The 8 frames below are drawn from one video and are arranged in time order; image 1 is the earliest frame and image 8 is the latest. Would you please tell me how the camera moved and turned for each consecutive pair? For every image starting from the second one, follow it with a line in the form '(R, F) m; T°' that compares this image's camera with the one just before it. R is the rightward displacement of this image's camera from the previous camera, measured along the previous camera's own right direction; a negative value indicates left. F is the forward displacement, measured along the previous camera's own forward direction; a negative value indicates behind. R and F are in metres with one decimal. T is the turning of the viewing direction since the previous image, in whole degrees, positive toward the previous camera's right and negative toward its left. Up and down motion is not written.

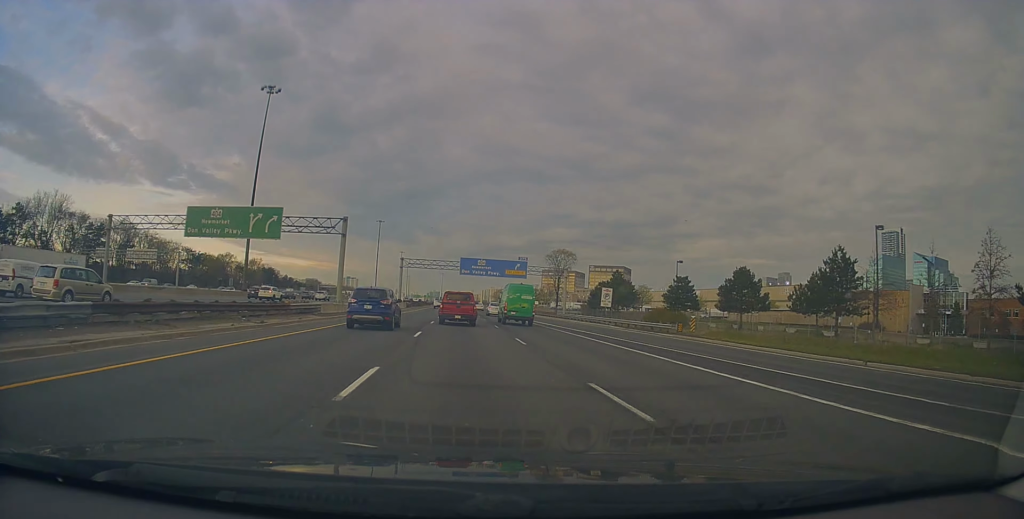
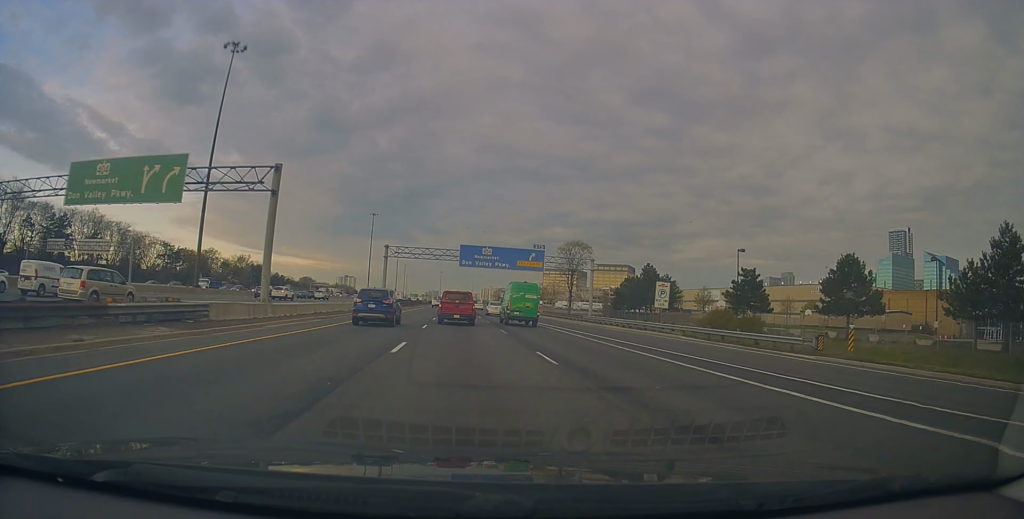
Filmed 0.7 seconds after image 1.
(0.0, +17.7) m; 0°
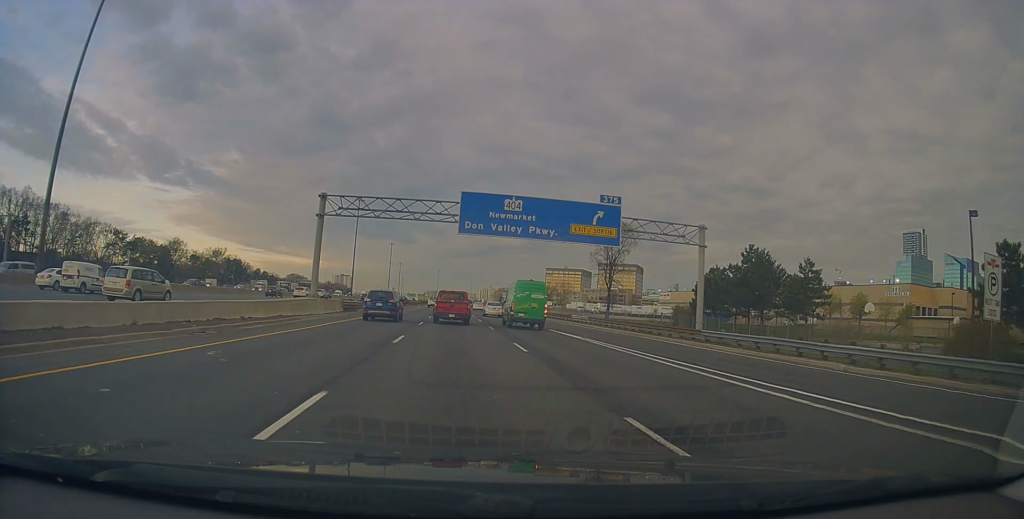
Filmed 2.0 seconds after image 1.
(0.0, +33.4) m; 0°
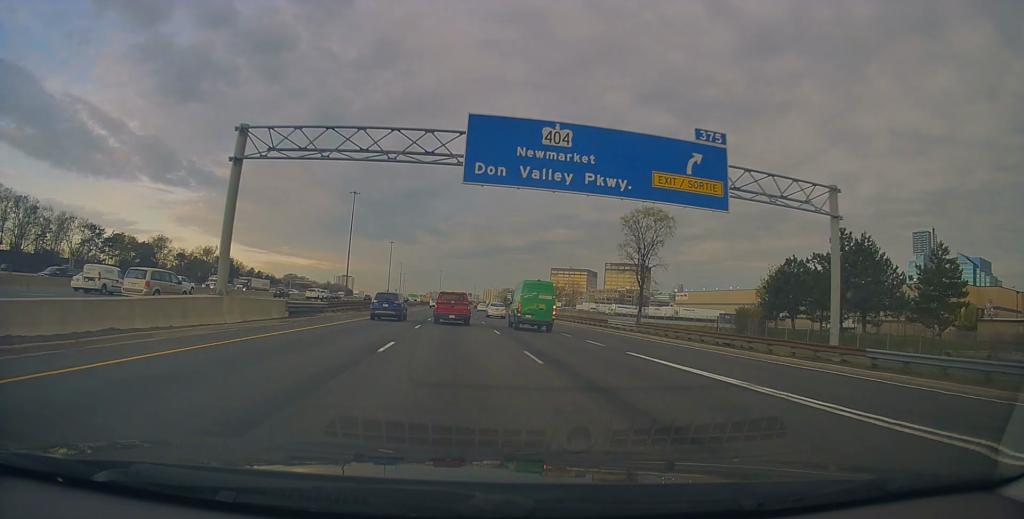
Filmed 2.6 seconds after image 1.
(0.0, +15.6) m; 0°
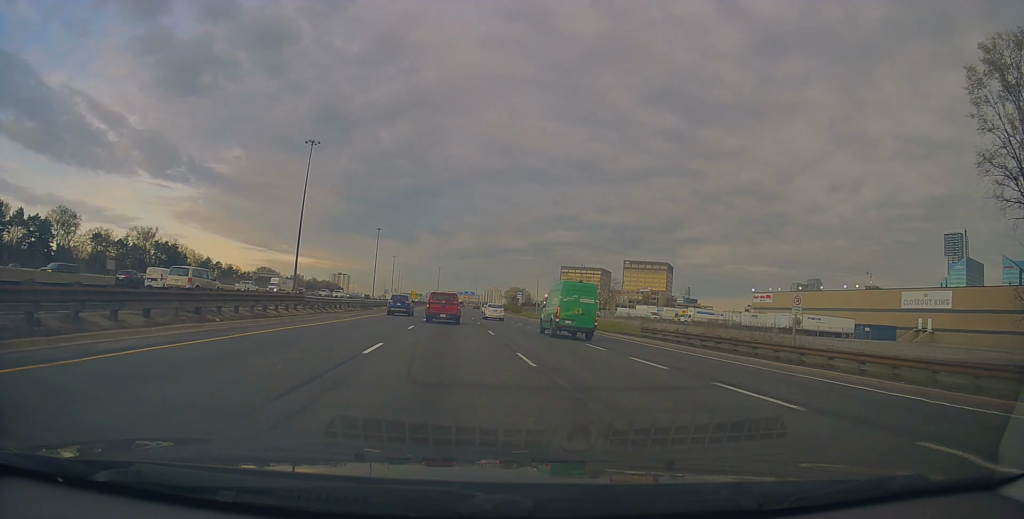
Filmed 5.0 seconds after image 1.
(0.0, +61.0) m; 0°
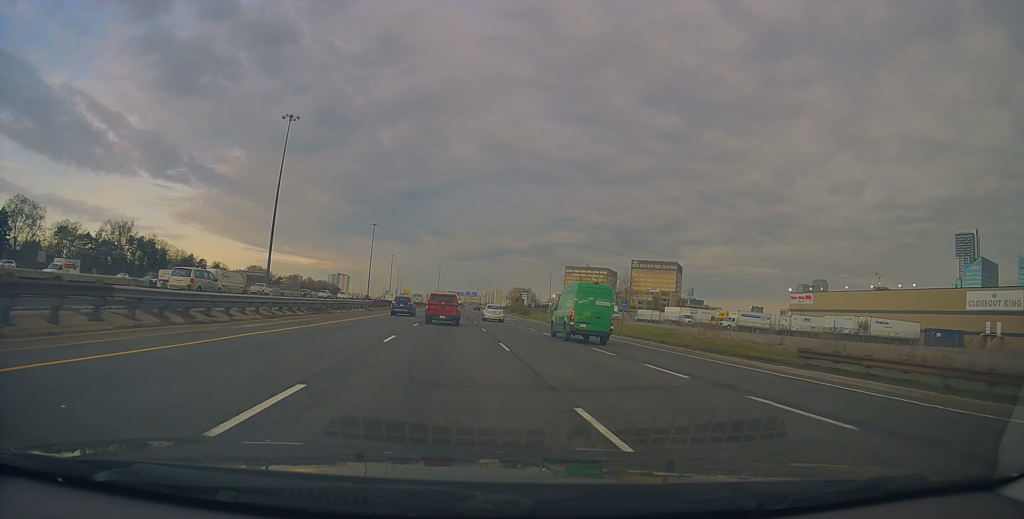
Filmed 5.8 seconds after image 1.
(0.0, +19.0) m; 0°
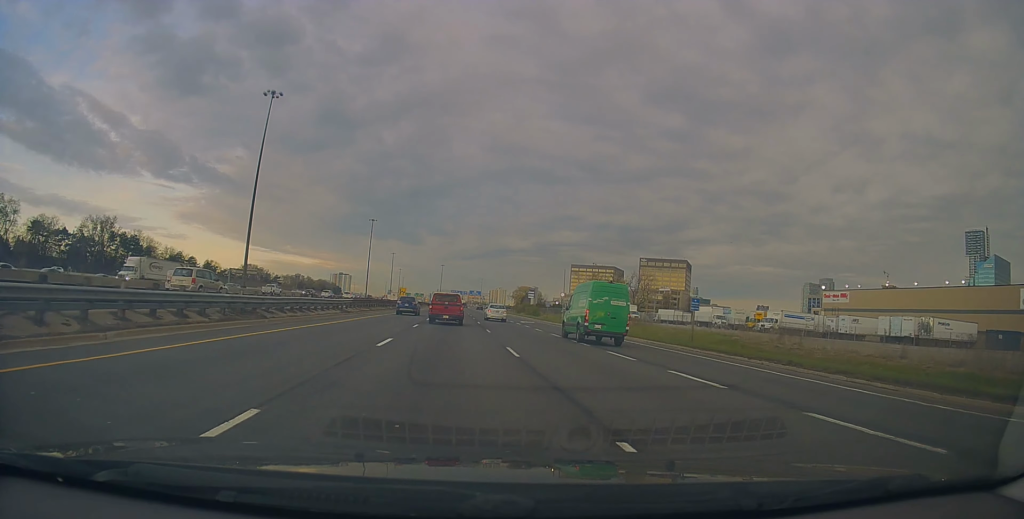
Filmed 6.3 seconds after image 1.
(0.0, +14.0) m; 0°
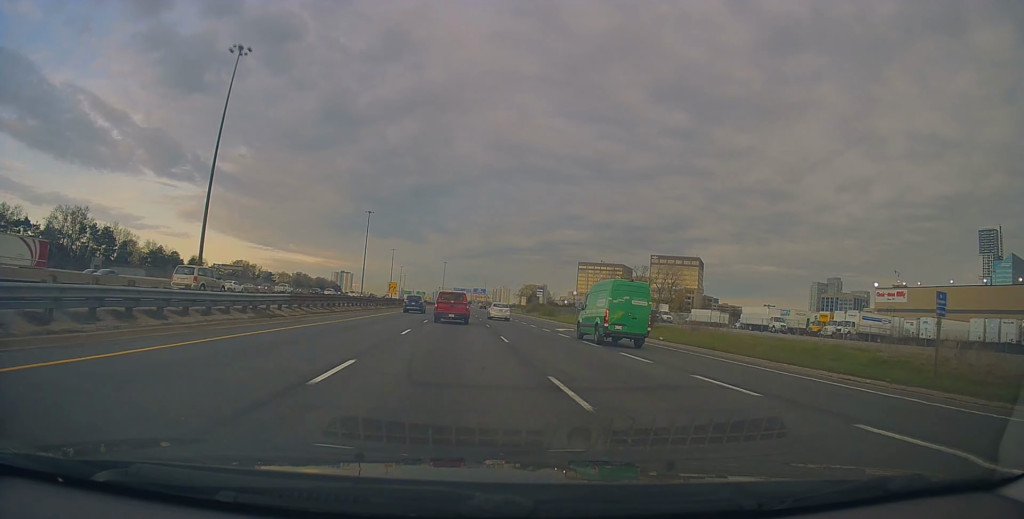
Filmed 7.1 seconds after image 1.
(0.0, +18.4) m; 0°
